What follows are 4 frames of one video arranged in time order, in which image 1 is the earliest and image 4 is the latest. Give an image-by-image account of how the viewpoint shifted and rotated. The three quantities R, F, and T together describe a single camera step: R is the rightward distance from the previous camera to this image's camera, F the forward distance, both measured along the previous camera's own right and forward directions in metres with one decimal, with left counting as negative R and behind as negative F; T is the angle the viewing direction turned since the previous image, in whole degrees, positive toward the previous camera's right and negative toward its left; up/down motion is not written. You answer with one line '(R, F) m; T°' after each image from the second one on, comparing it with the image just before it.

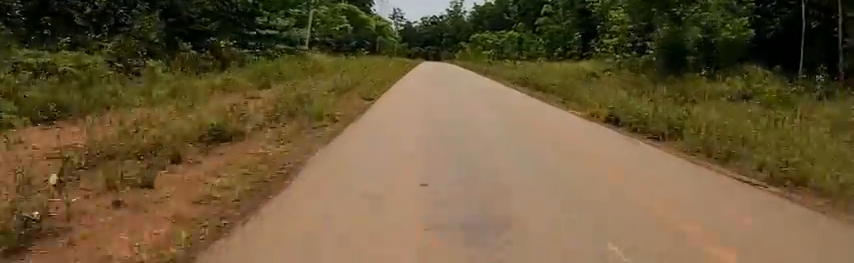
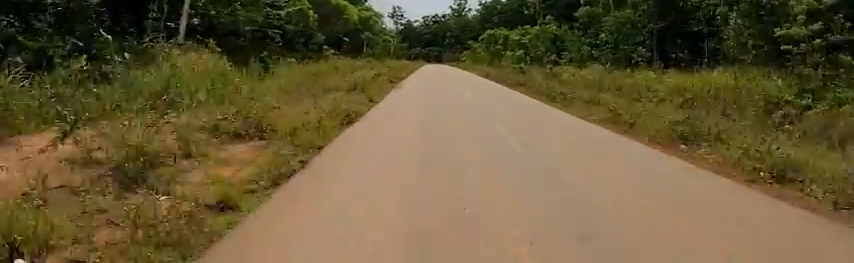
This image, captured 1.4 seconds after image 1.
(+1.1, +18.9) m; +6°
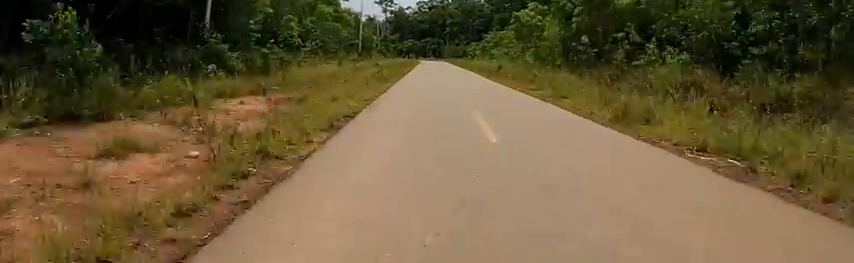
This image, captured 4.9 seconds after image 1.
(-0.2, +48.4) m; -2°
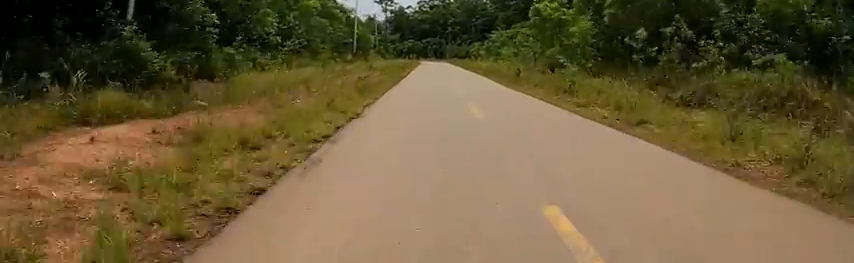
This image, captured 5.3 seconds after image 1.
(0.0, +6.0) m; 0°
